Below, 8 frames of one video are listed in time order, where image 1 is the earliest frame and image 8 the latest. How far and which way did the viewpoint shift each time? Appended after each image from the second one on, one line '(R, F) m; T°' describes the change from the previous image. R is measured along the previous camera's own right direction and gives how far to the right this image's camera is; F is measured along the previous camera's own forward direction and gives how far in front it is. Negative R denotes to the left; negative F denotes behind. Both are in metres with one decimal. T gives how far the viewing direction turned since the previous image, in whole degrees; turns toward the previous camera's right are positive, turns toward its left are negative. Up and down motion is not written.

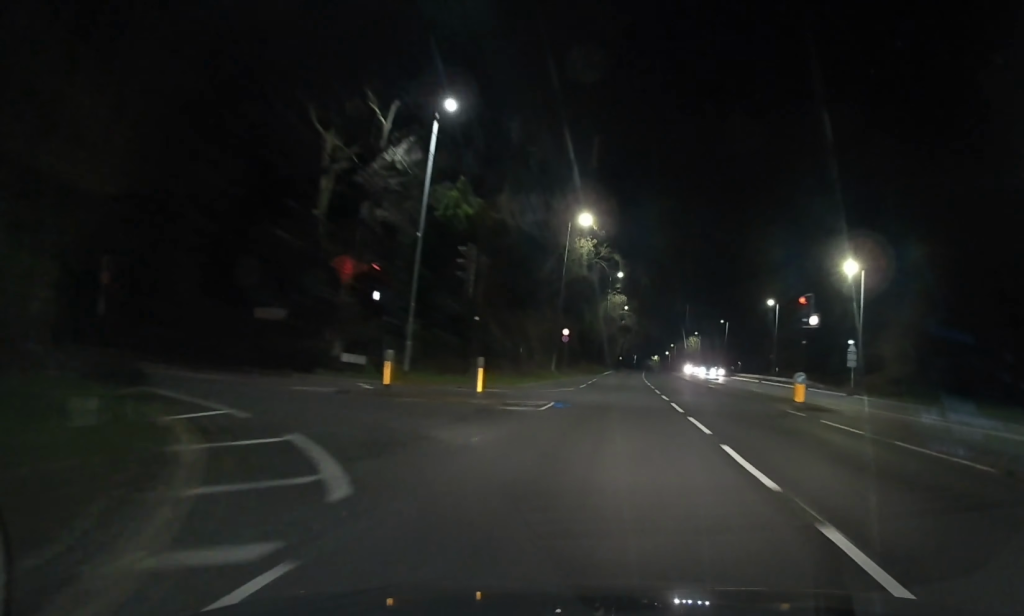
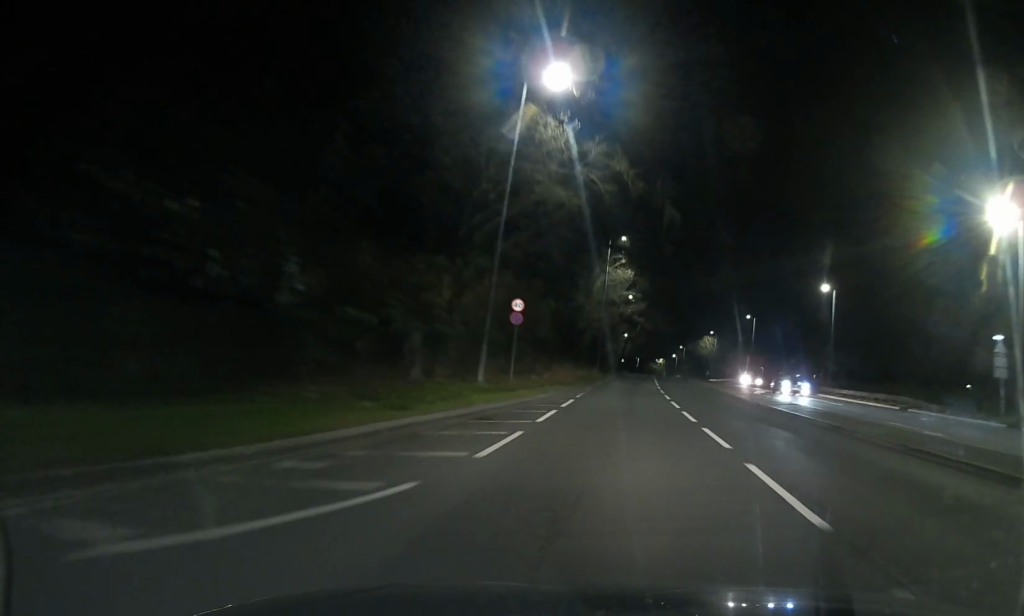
(0.0, +26.2) m; -1°
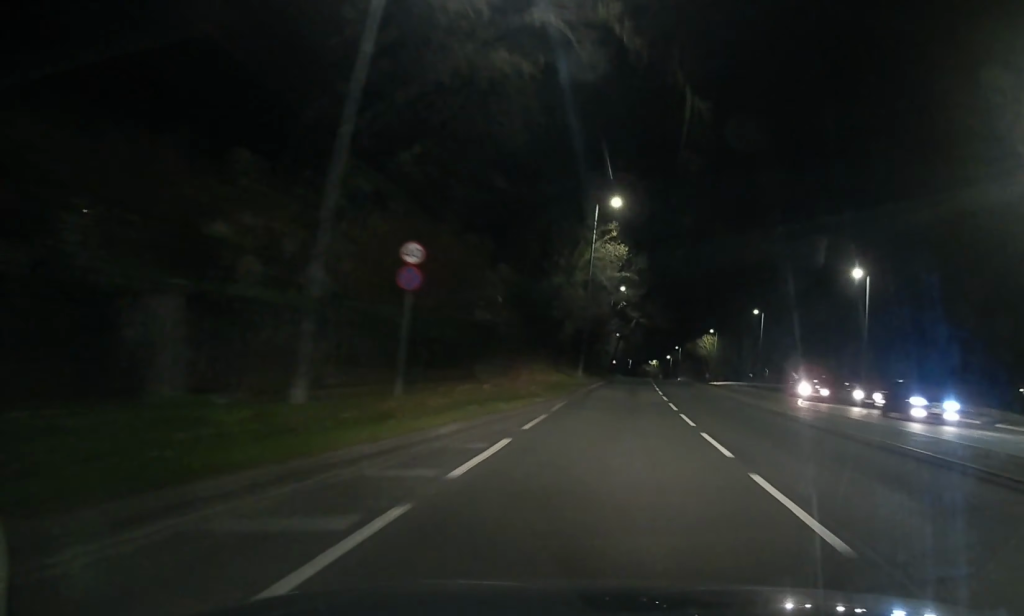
(-0.2, +12.7) m; 0°
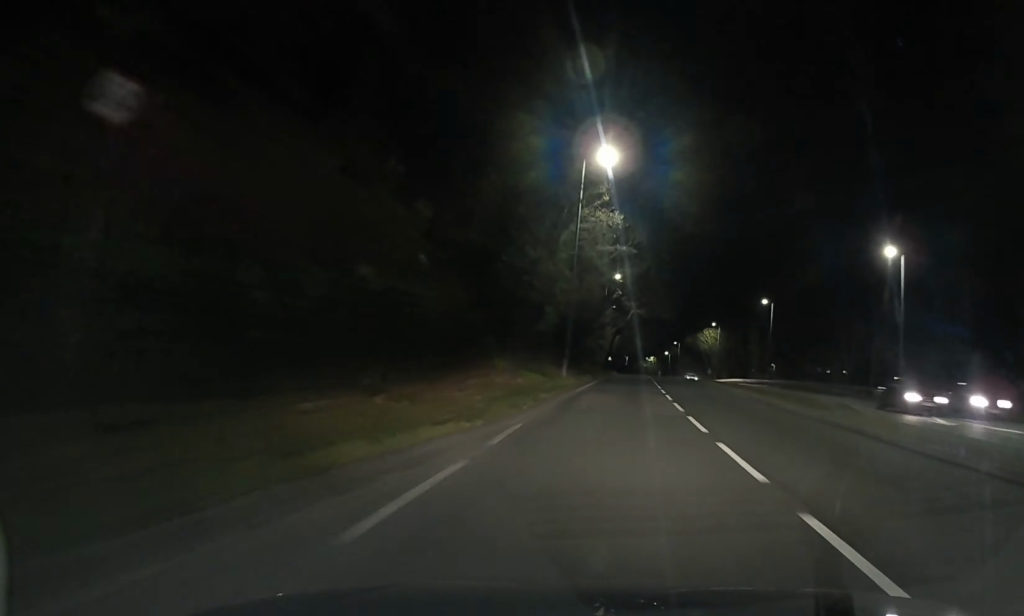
(-0.1, +8.8) m; 0°
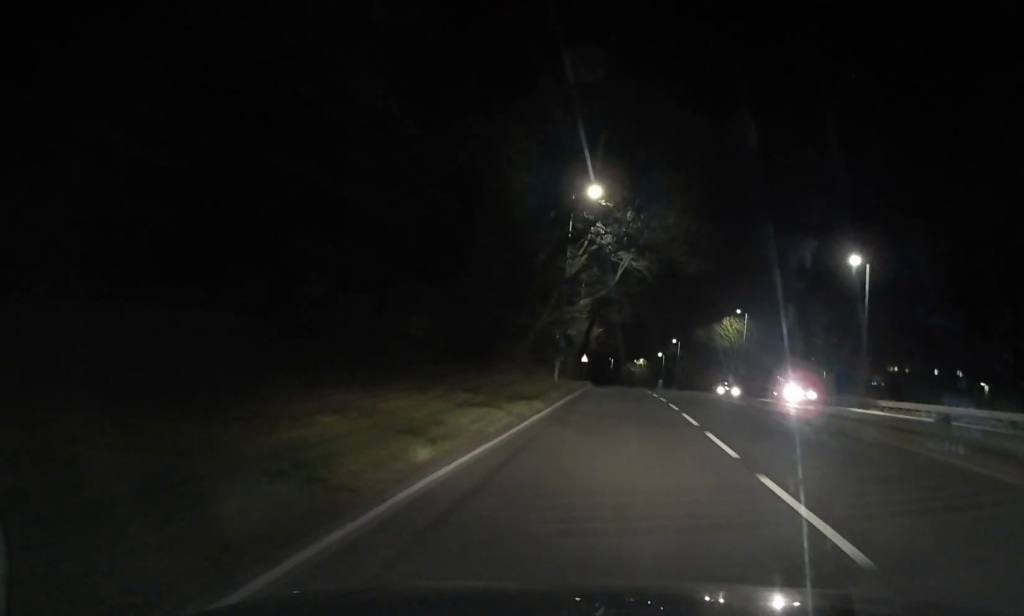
(+1.5, +40.1) m; +3°
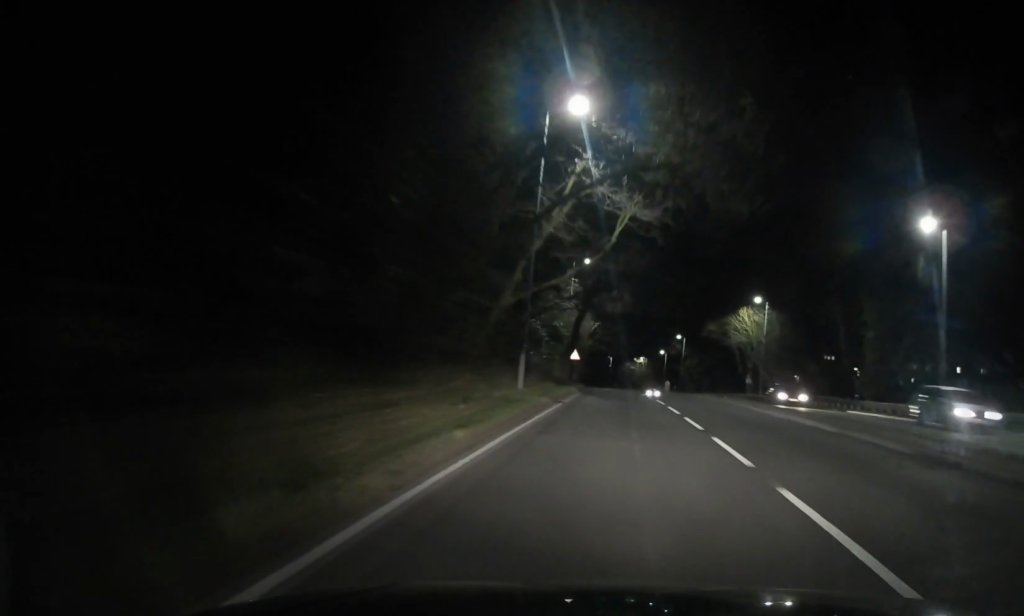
(-0.1, +13.0) m; 0°
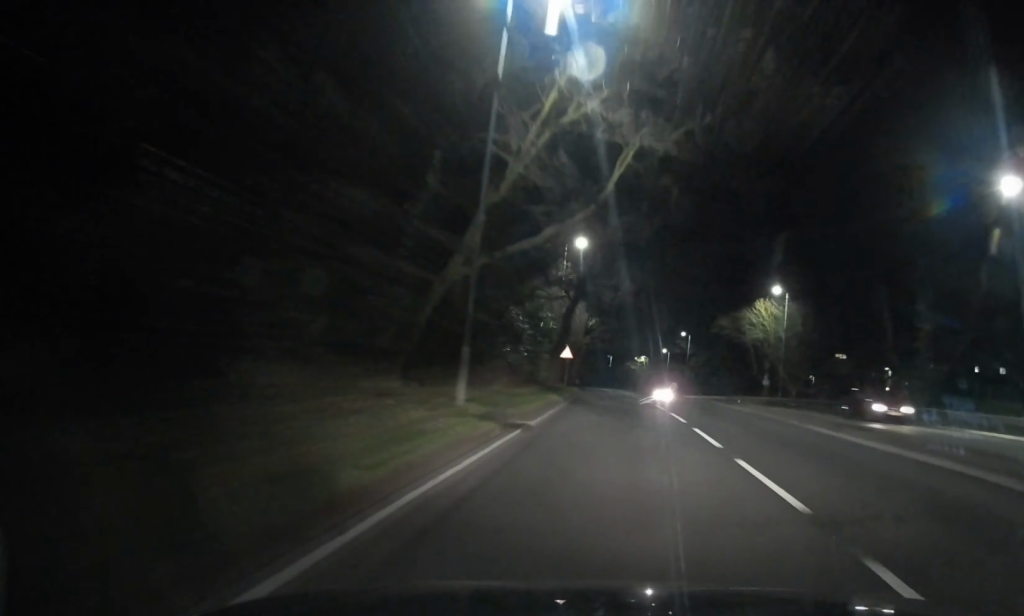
(0.0, +8.8) m; 0°
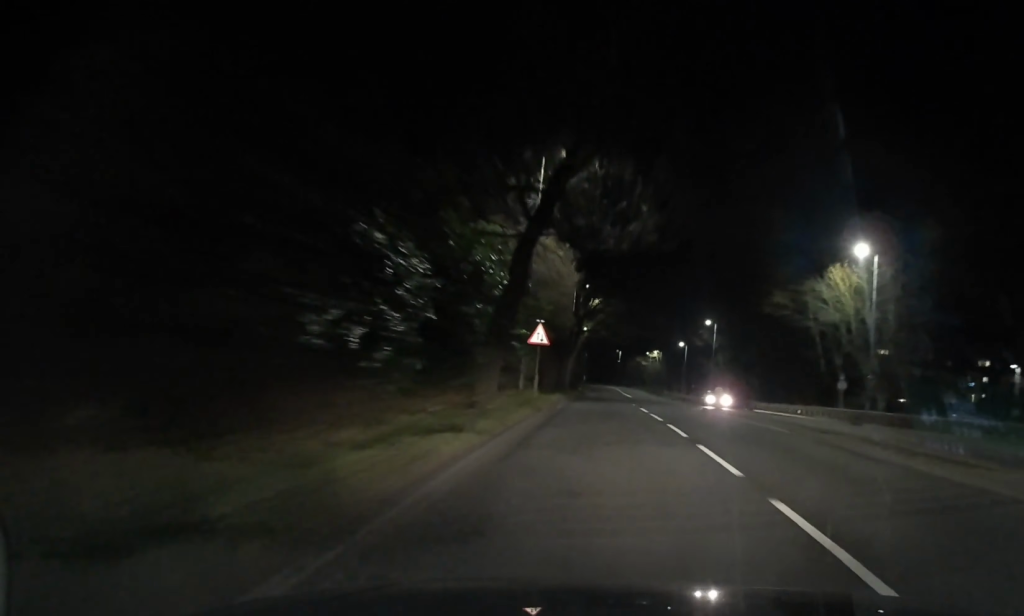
(-0.3, +22.2) m; -1°
